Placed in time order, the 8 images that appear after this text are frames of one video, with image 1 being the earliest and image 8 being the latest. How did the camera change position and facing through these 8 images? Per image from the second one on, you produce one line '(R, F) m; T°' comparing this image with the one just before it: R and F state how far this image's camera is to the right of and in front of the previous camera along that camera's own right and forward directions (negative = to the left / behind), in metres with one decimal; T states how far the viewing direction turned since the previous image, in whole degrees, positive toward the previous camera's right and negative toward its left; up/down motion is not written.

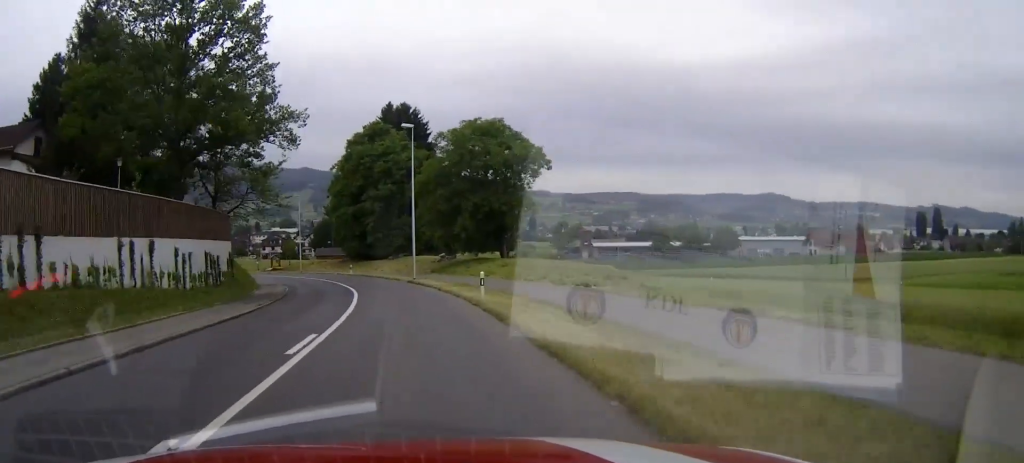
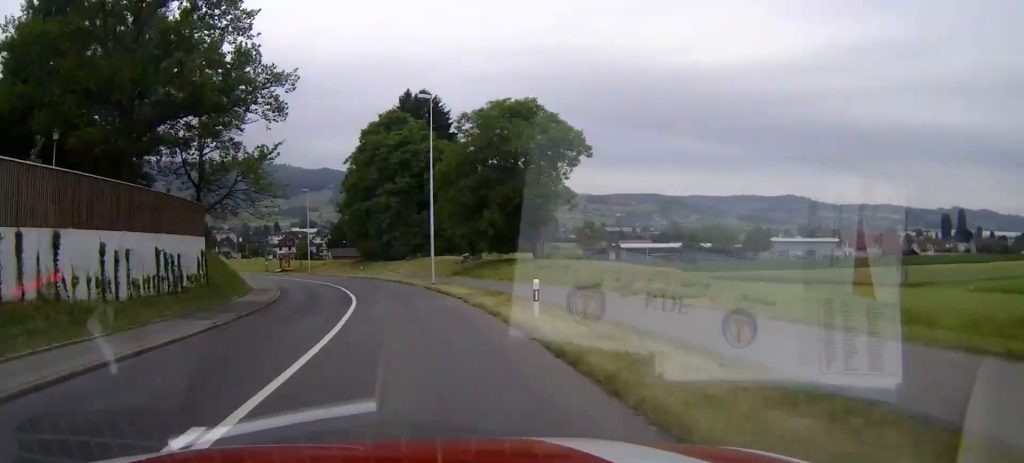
(0.0, +7.6) m; -1°
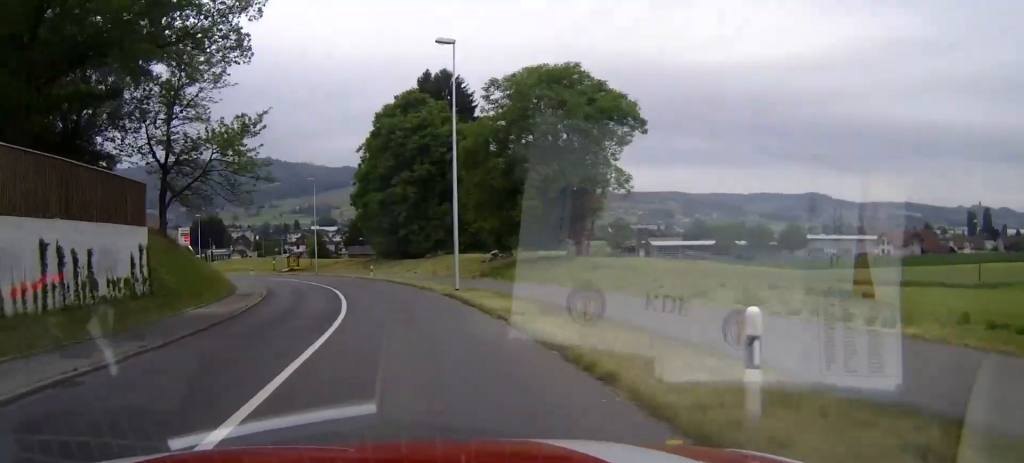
(0.0, +9.0) m; 0°
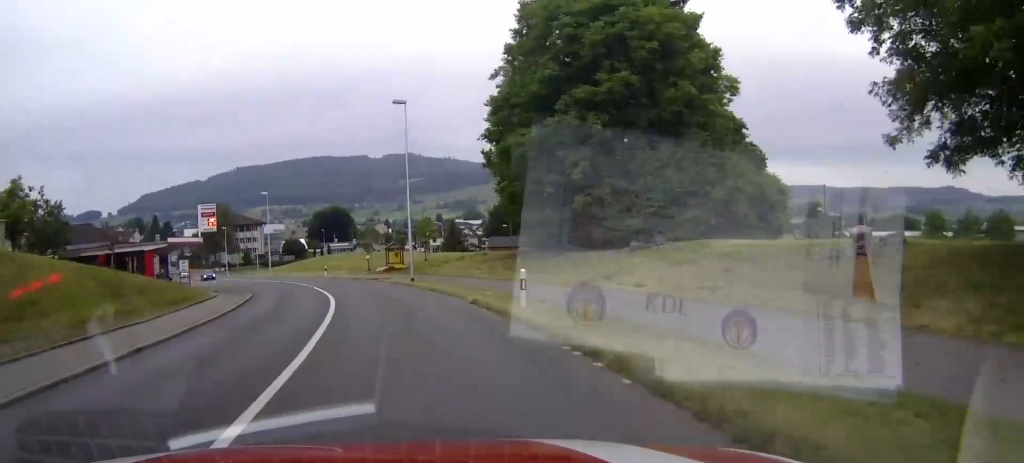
(+0.5, +33.9) m; -2°
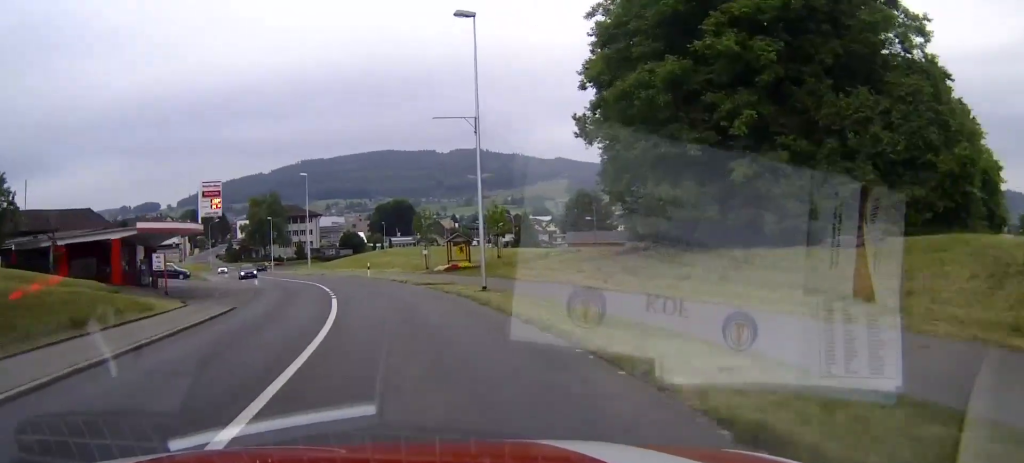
(+1.0, +13.7) m; -9°
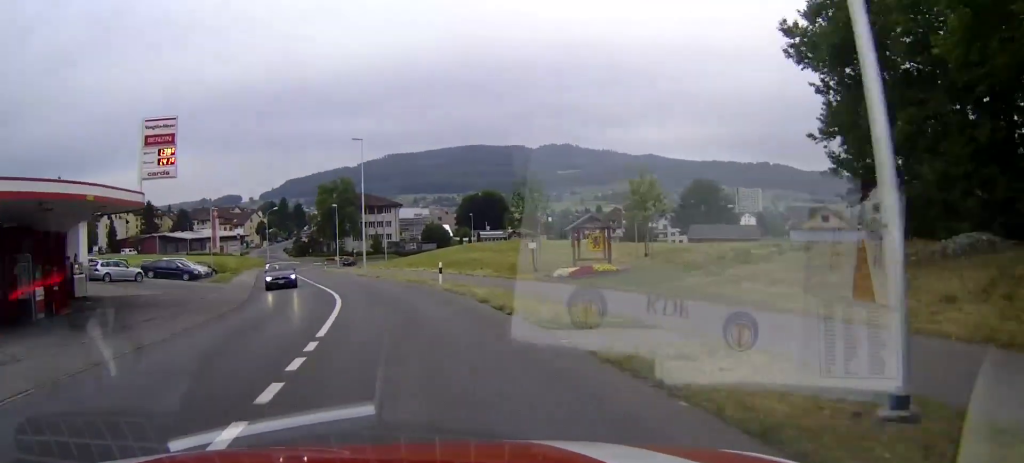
(-4.6, +19.7) m; -14°
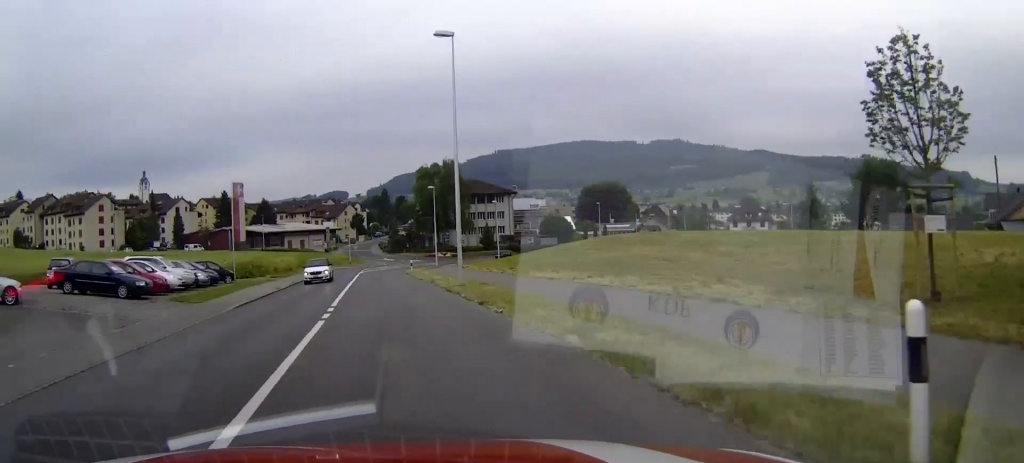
(-2.0, +25.9) m; -11°
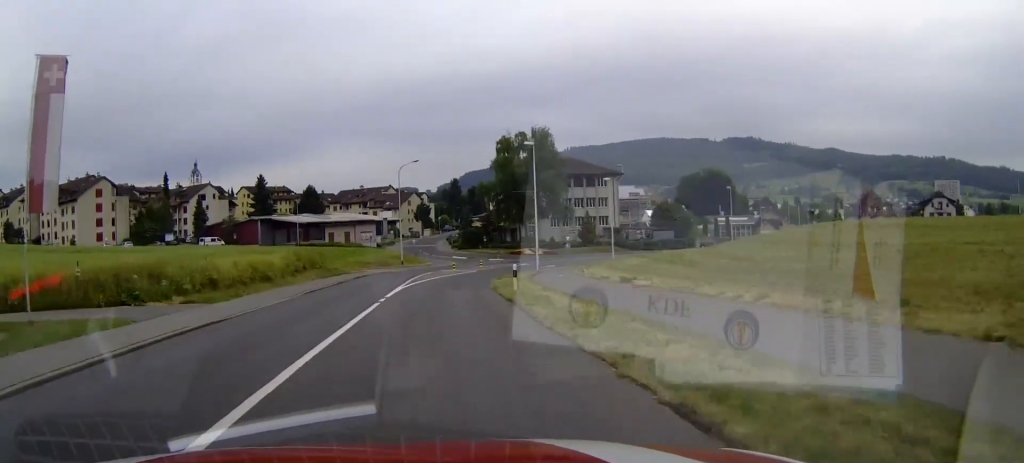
(-3.8, +33.7) m; -9°
